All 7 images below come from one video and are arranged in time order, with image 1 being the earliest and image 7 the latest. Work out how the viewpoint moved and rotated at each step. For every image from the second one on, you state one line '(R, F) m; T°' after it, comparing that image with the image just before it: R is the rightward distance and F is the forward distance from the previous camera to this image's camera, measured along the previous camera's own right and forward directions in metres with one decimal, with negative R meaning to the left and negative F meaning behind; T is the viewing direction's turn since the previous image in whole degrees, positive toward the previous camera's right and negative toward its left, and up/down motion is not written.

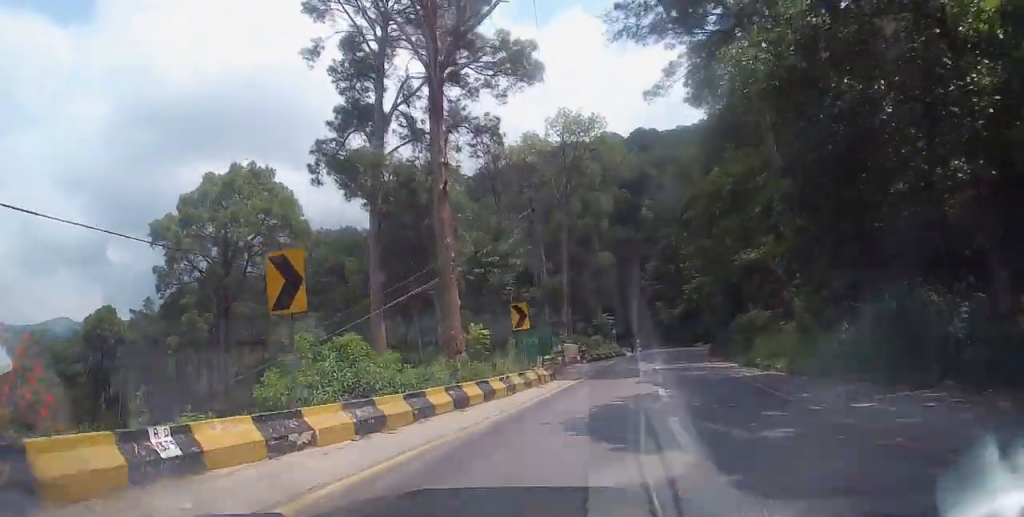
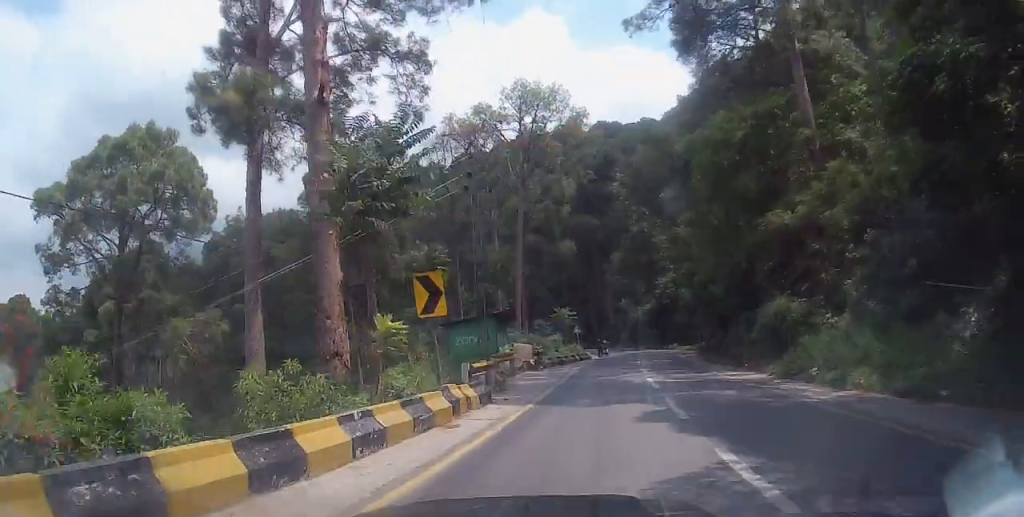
(+0.3, +9.3) m; +2°
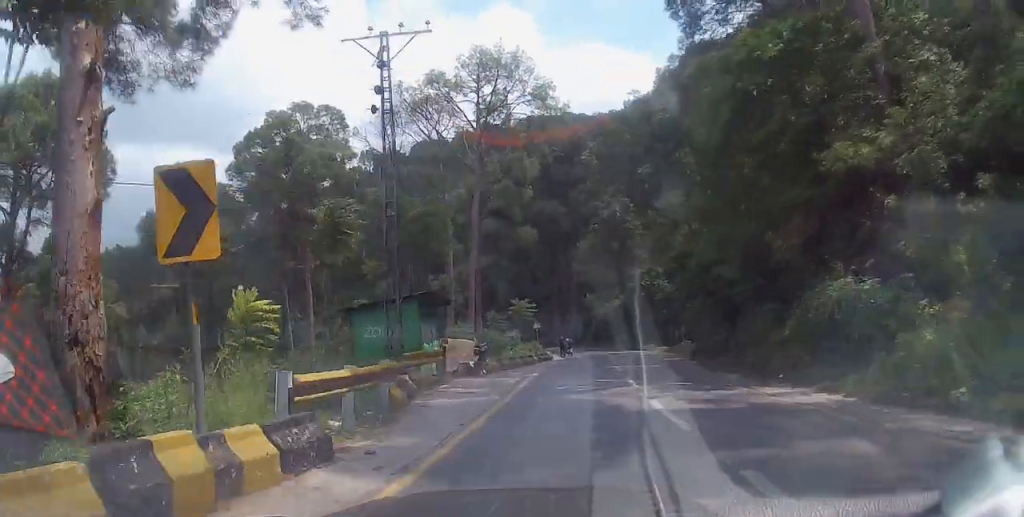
(-0.1, +7.8) m; +2°
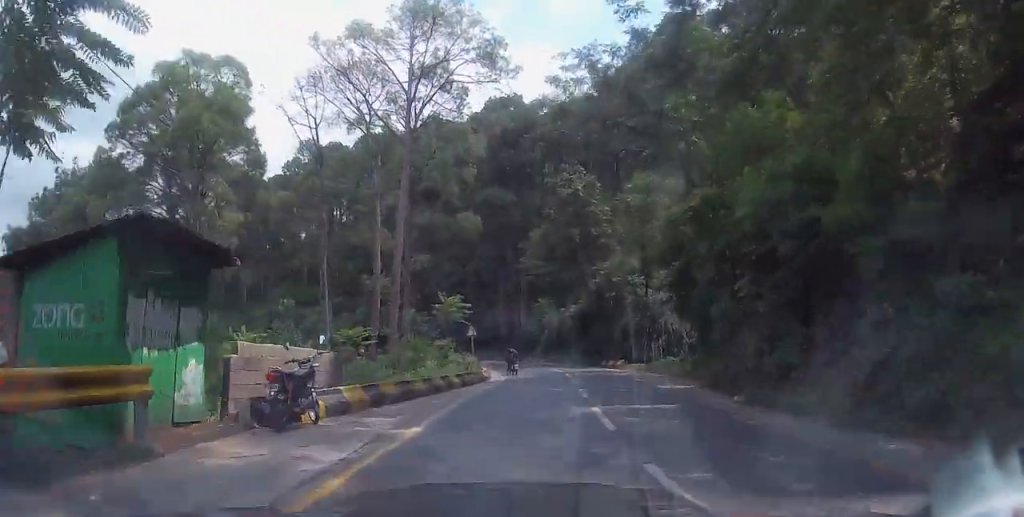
(+0.7, +11.6) m; +6°
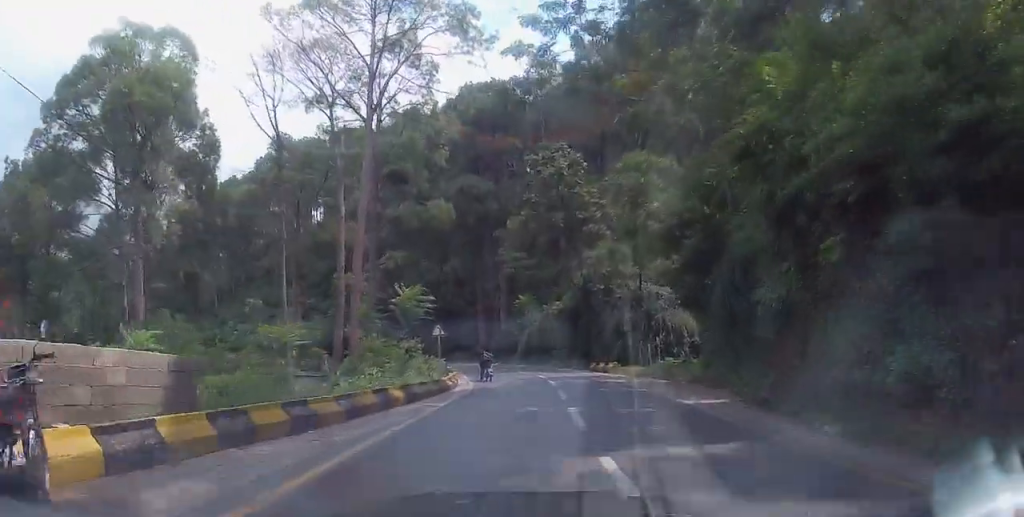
(+0.2, +5.4) m; +1°
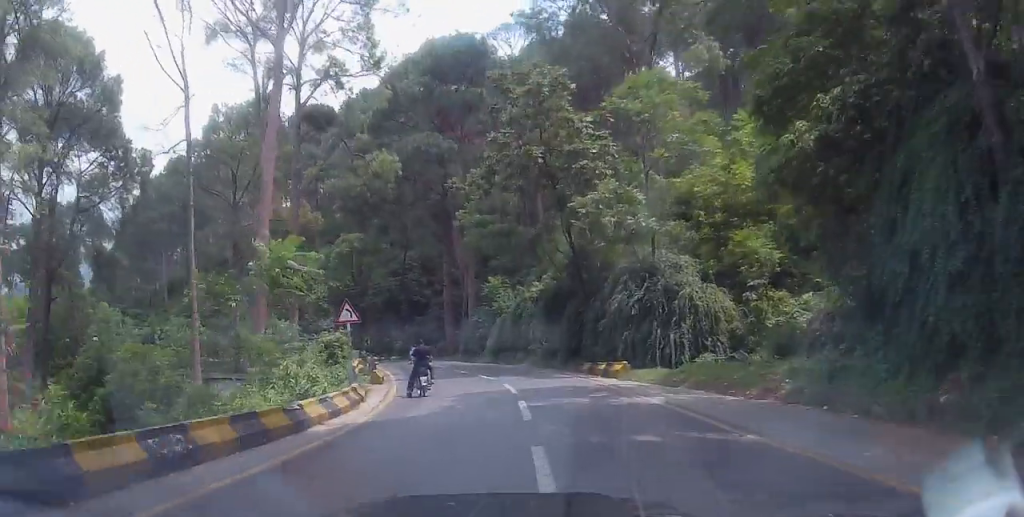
(+0.2, +11.5) m; +1°
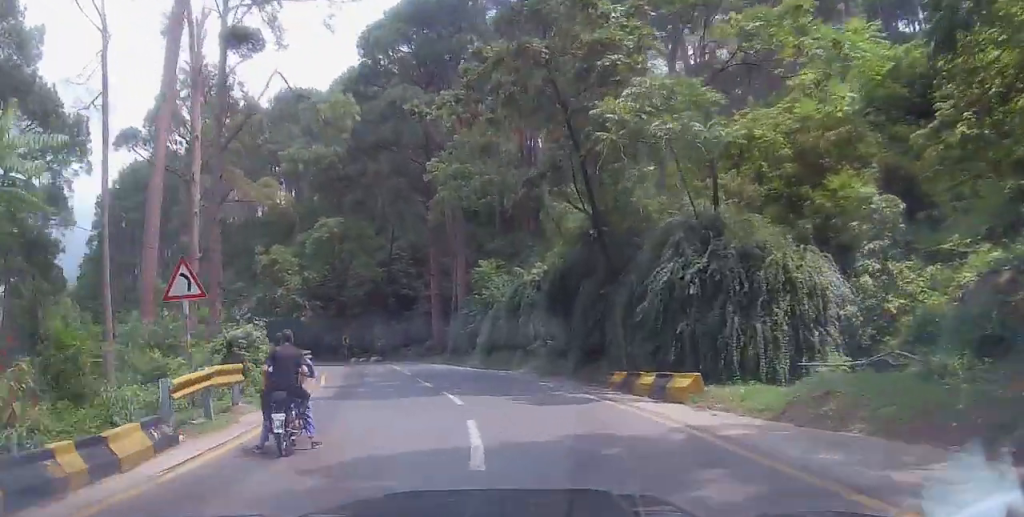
(0.0, +9.6) m; -4°
